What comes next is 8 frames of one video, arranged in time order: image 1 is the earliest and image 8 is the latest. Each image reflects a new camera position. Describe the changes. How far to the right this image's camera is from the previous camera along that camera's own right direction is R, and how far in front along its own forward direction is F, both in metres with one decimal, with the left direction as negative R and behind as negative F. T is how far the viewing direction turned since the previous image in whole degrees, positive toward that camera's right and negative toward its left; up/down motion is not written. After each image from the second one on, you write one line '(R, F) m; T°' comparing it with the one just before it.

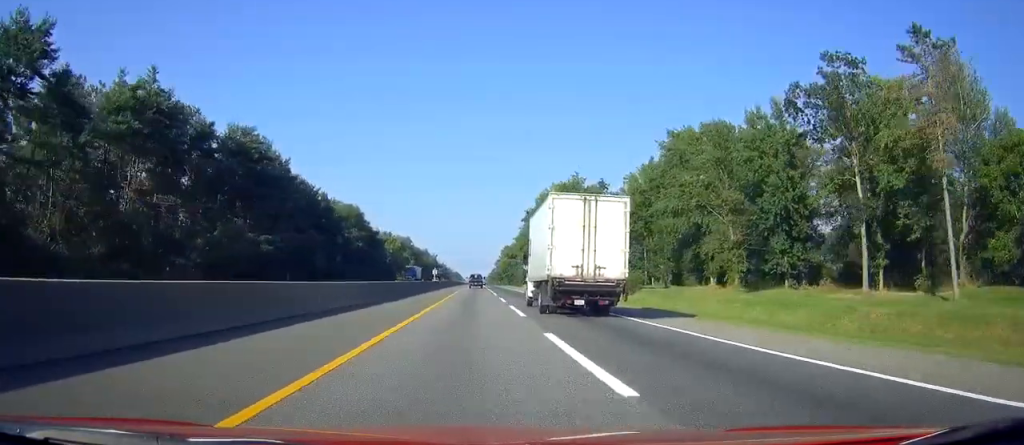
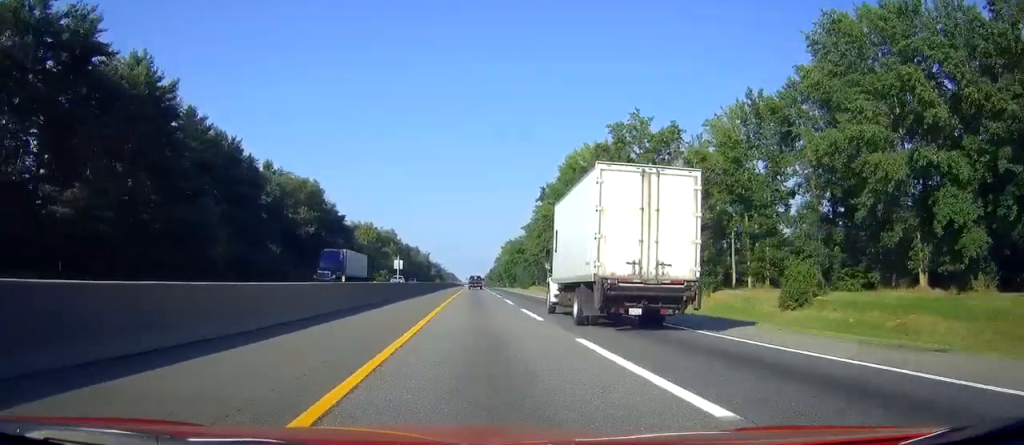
(+0.1, +47.1) m; +1°
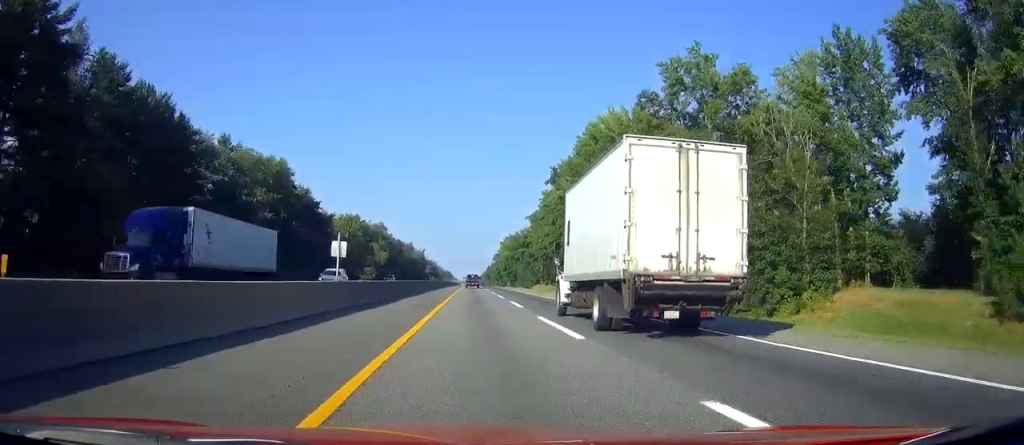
(+0.1, +22.4) m; 0°
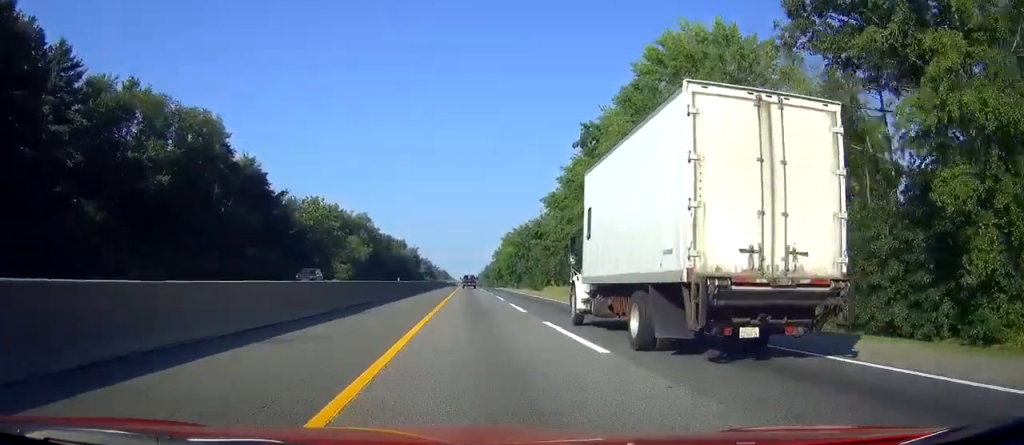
(0.0, +32.5) m; 0°
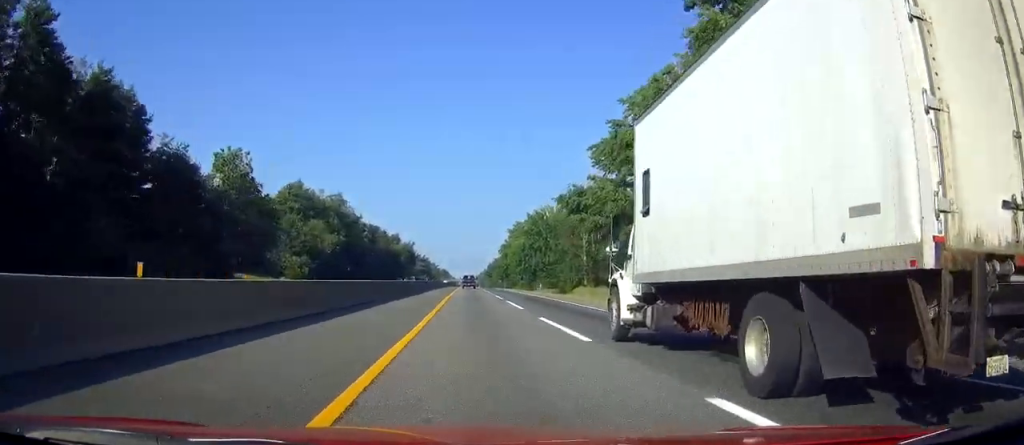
(-0.1, +43.6) m; 0°
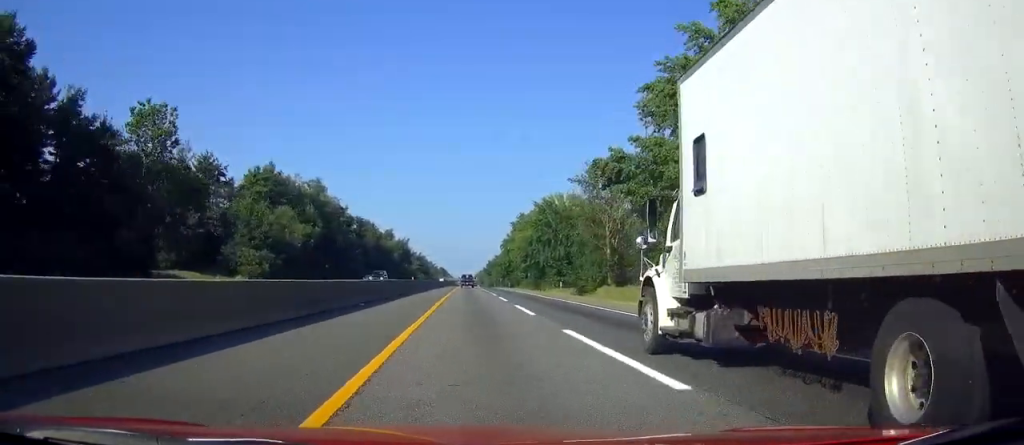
(0.0, +21.2) m; 0°
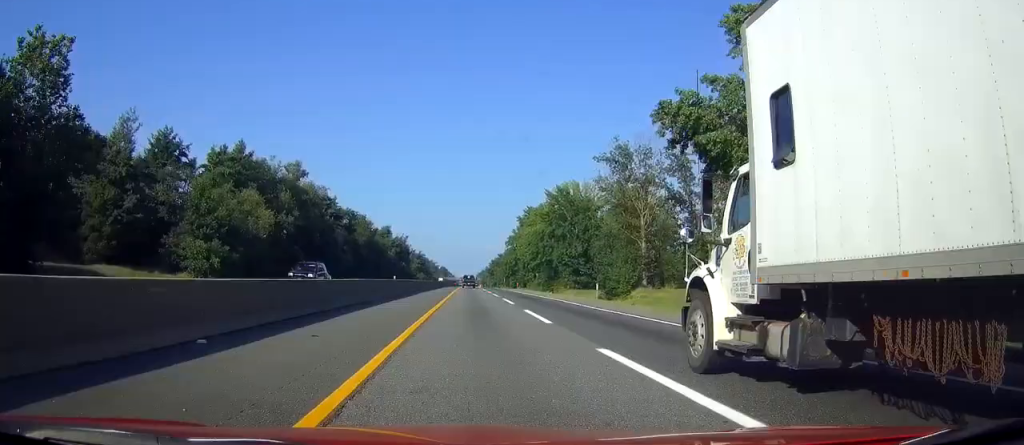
(-0.1, +19.0) m; 0°
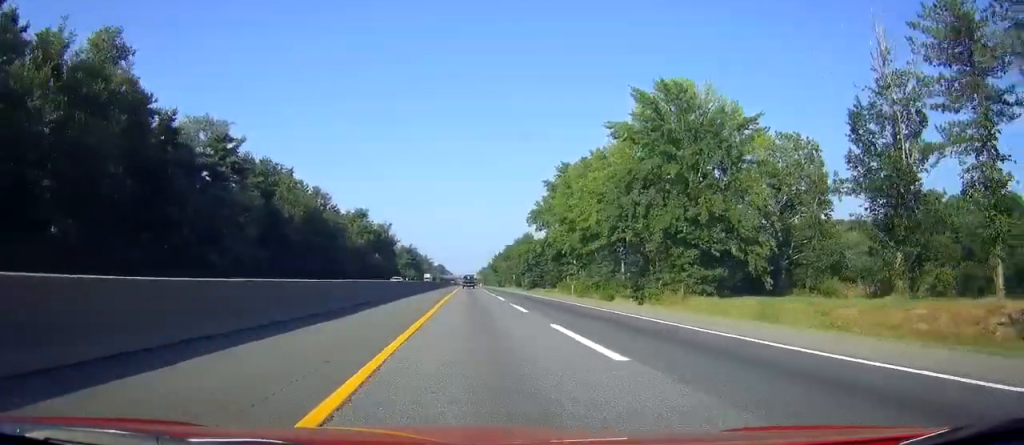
(-0.1, +69.1) m; 0°
